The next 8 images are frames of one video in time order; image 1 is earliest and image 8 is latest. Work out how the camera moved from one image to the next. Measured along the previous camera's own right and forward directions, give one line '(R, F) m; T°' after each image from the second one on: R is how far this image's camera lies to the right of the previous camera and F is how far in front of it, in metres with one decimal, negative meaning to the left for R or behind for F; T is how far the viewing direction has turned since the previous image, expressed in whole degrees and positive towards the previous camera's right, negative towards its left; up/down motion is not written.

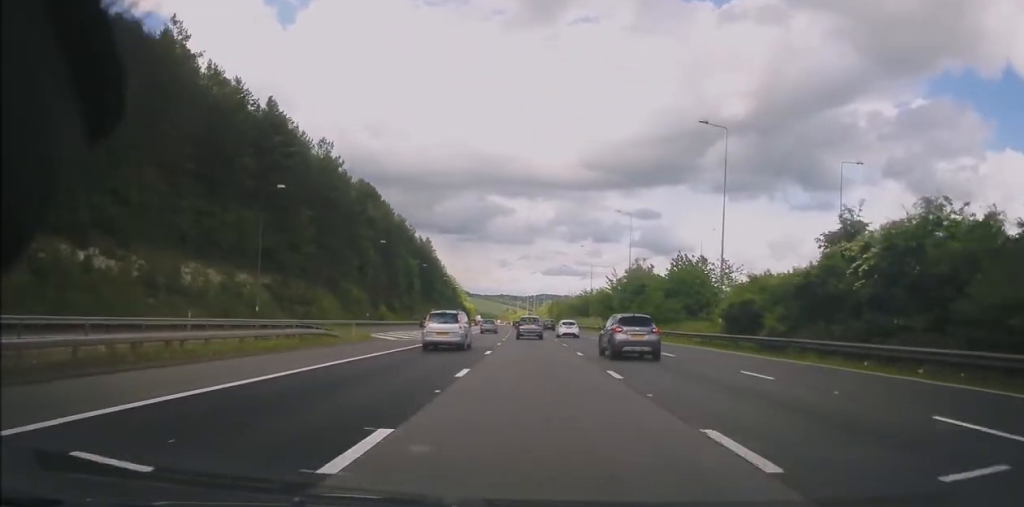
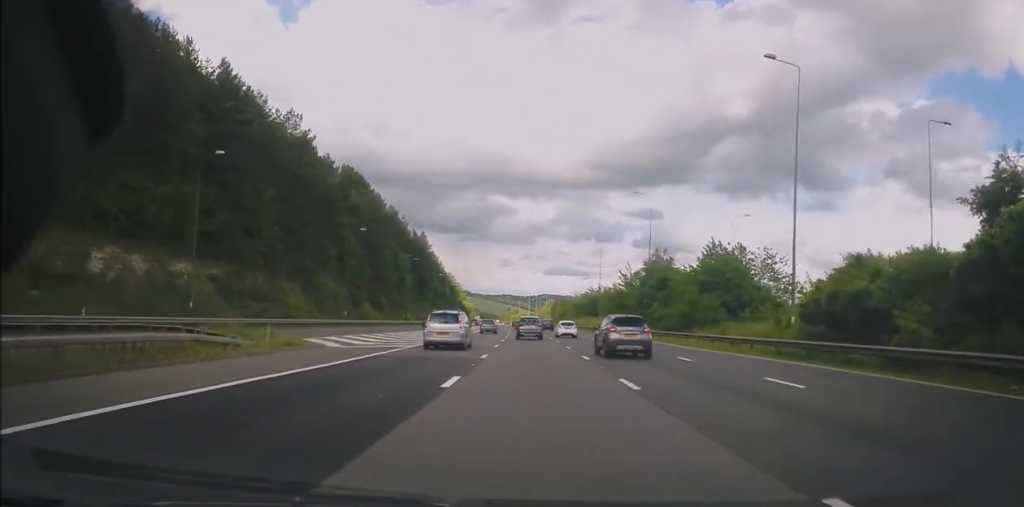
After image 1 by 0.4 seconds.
(-0.3, +11.6) m; 0°
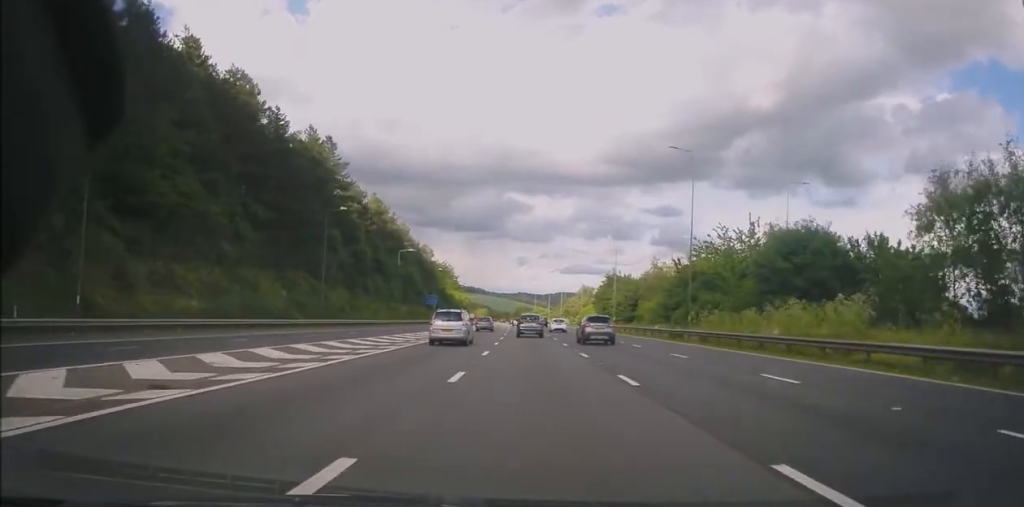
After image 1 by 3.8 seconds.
(-0.2, +89.7) m; -1°
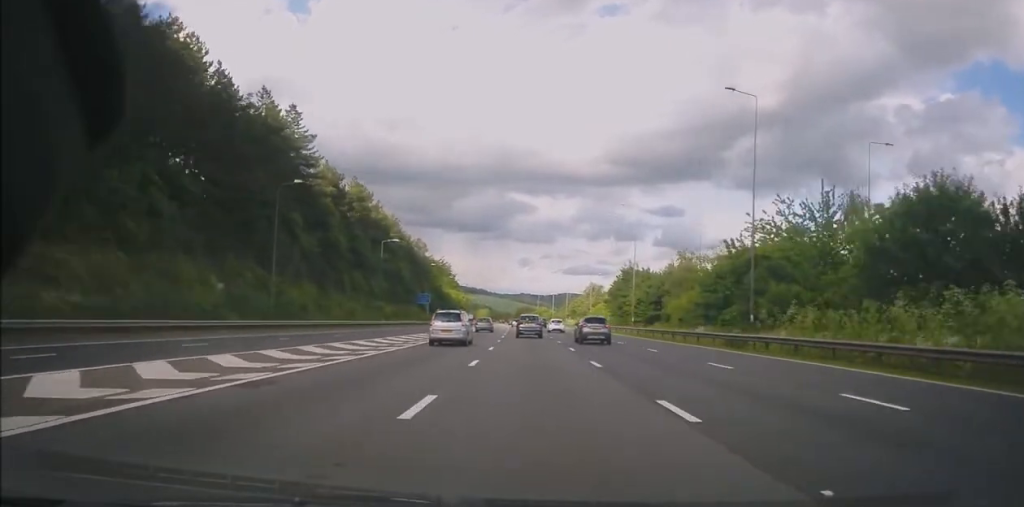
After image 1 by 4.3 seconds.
(-0.1, +13.5) m; -1°
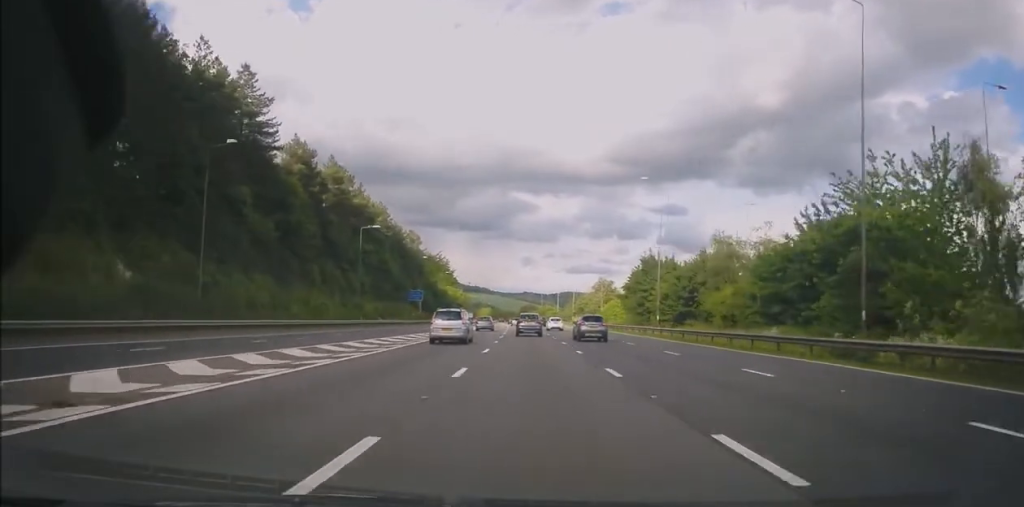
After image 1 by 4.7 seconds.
(+0.1, +12.6) m; -1°
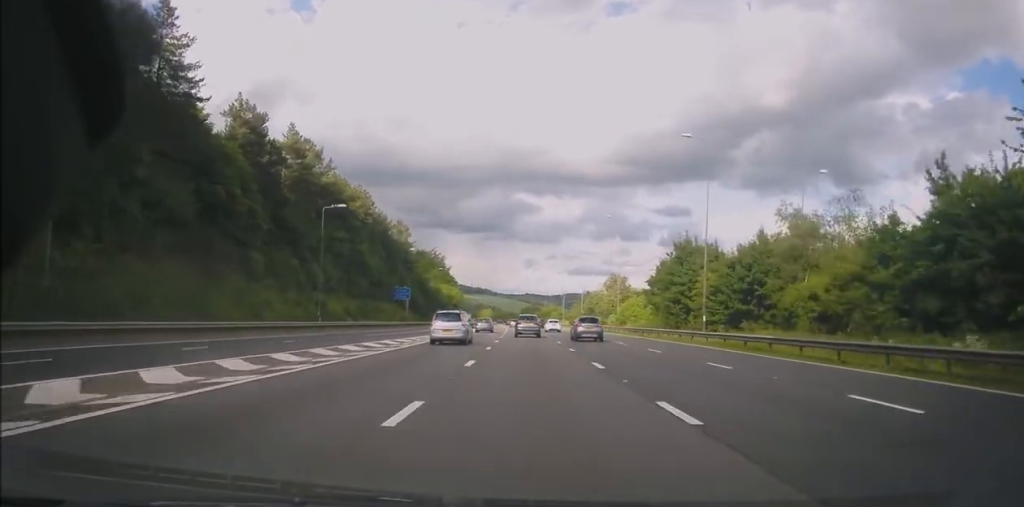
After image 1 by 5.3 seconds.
(-0.2, +15.2) m; 0°
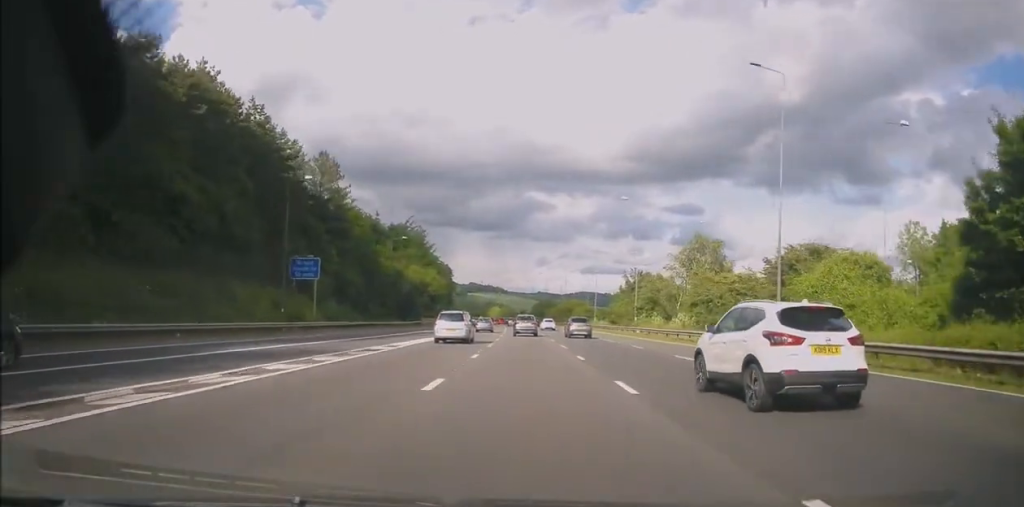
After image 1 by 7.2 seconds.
(-0.3, +50.2) m; -1°
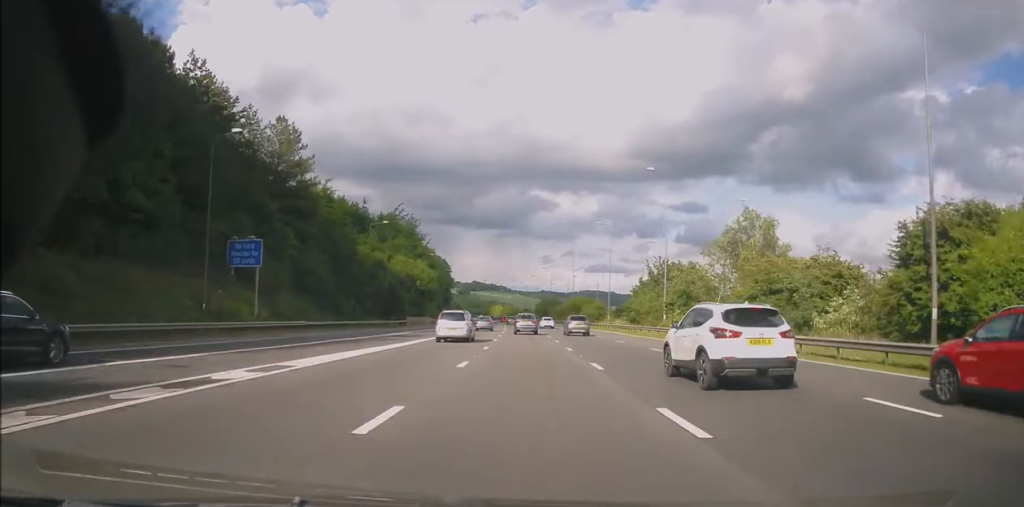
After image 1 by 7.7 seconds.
(-0.1, +13.2) m; -1°
